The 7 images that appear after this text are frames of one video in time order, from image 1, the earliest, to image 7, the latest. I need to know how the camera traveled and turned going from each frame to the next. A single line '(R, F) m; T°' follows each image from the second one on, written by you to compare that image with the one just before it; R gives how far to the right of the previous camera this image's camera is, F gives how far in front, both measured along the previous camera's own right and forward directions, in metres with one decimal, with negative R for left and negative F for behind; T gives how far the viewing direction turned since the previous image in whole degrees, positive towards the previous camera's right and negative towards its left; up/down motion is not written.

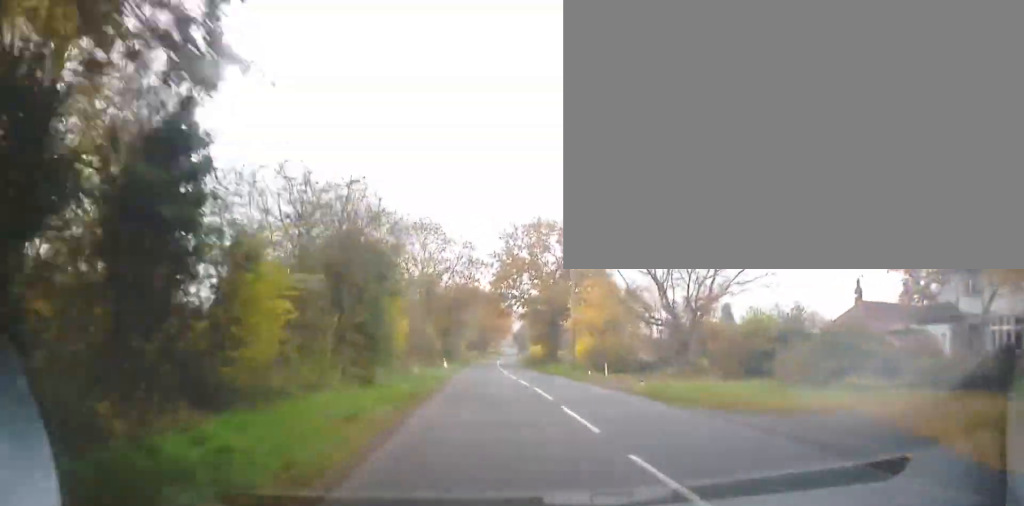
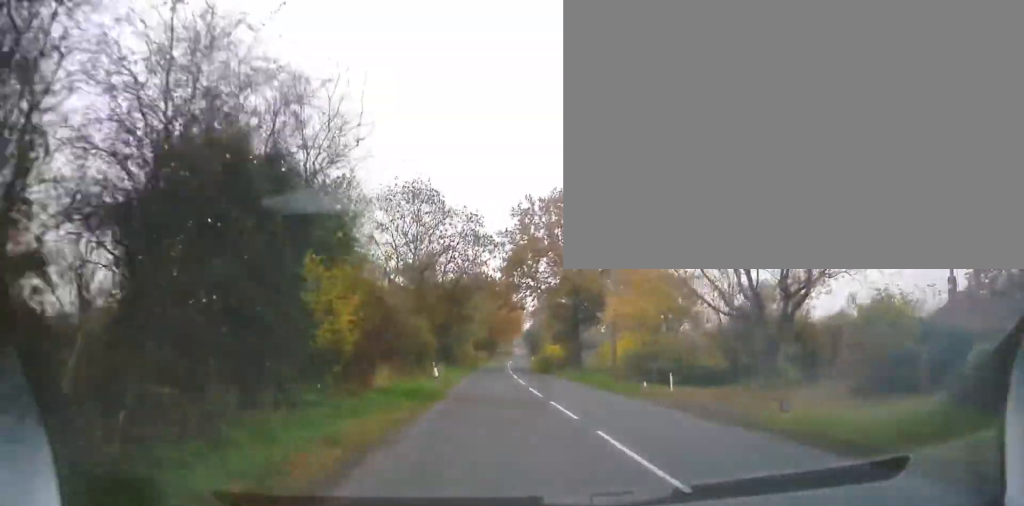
(-0.2, +9.8) m; -1°
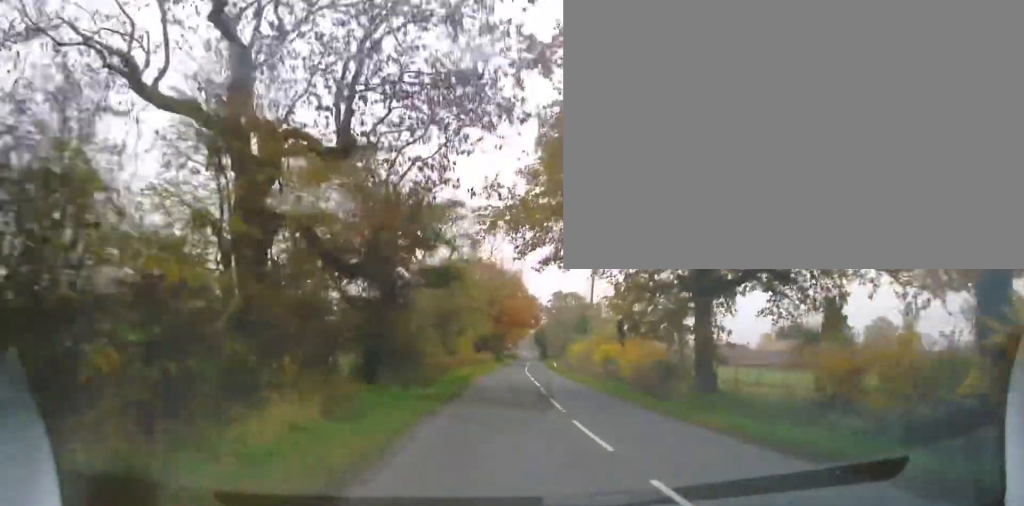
(+0.3, +28.1) m; +1°
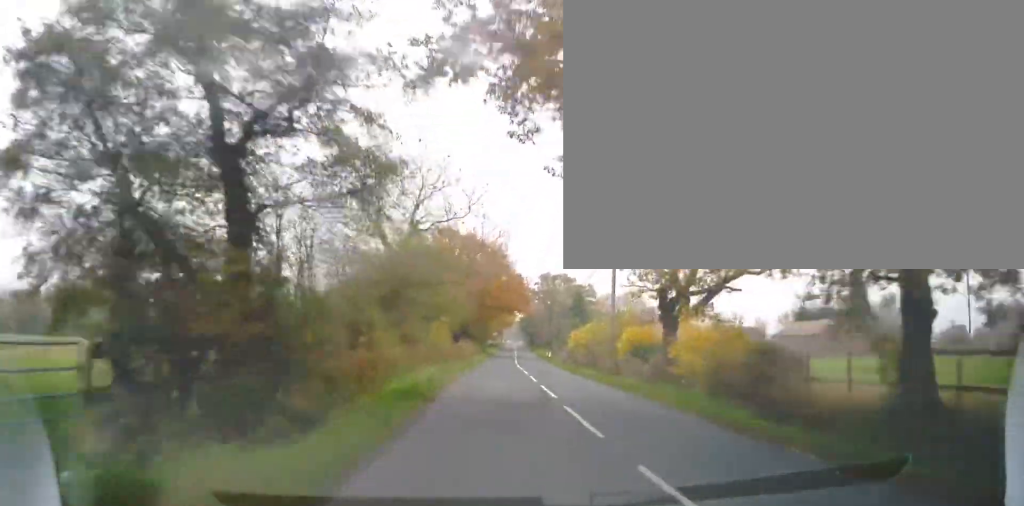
(-0.1, +11.5) m; 0°
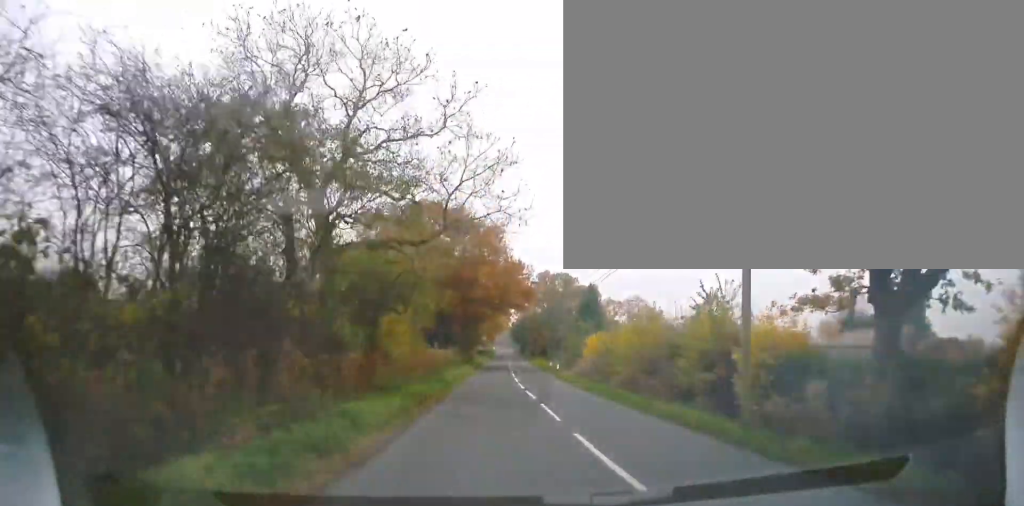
(+0.3, +14.9) m; +2°
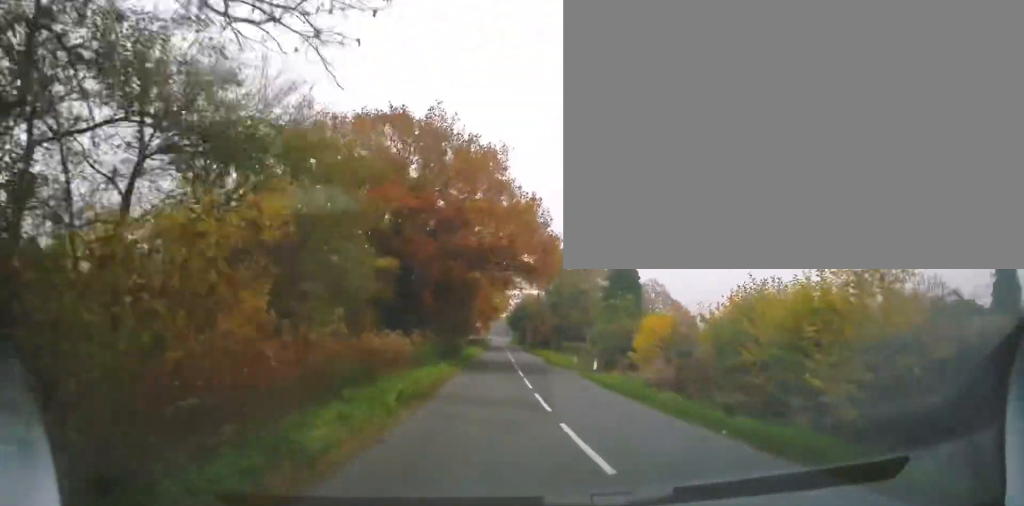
(+0.3, +17.6) m; 0°
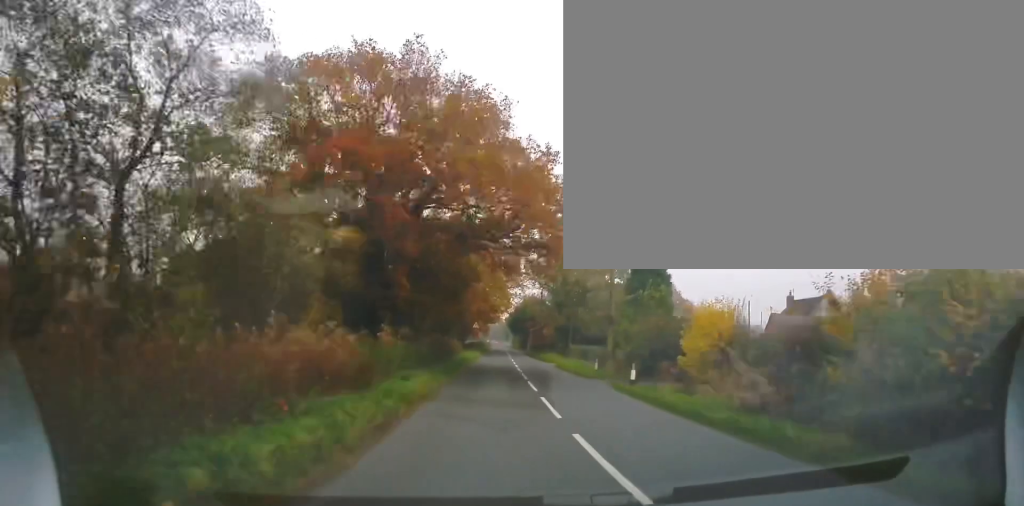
(-0.2, +7.4) m; 0°
